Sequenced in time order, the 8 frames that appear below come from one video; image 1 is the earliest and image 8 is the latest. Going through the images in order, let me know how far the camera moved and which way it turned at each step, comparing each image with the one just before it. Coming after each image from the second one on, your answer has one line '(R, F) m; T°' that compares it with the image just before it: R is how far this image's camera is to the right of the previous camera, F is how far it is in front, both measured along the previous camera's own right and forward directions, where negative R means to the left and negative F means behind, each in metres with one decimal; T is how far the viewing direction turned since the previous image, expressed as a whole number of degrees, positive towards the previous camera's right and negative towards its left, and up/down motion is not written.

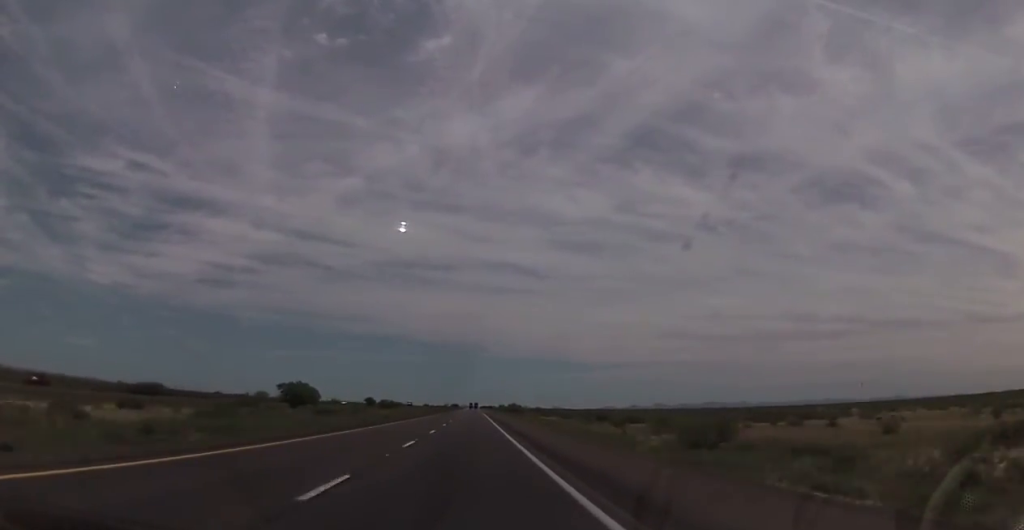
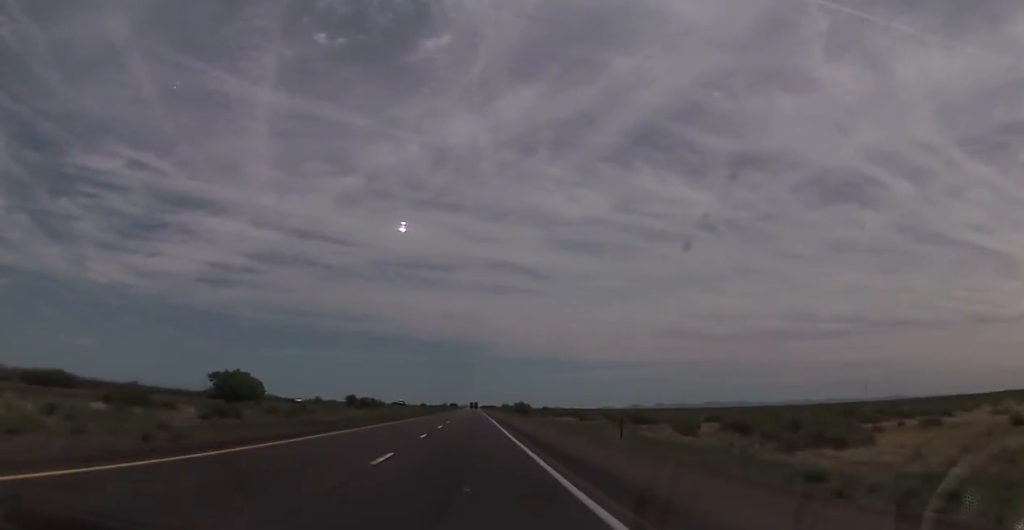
(+0.4, +27.8) m; 0°
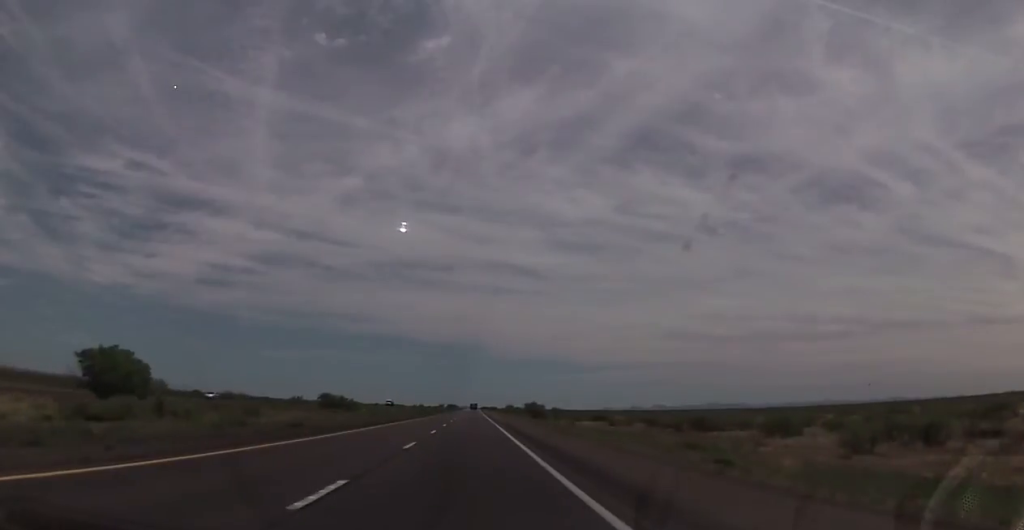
(-0.4, +26.8) m; -1°
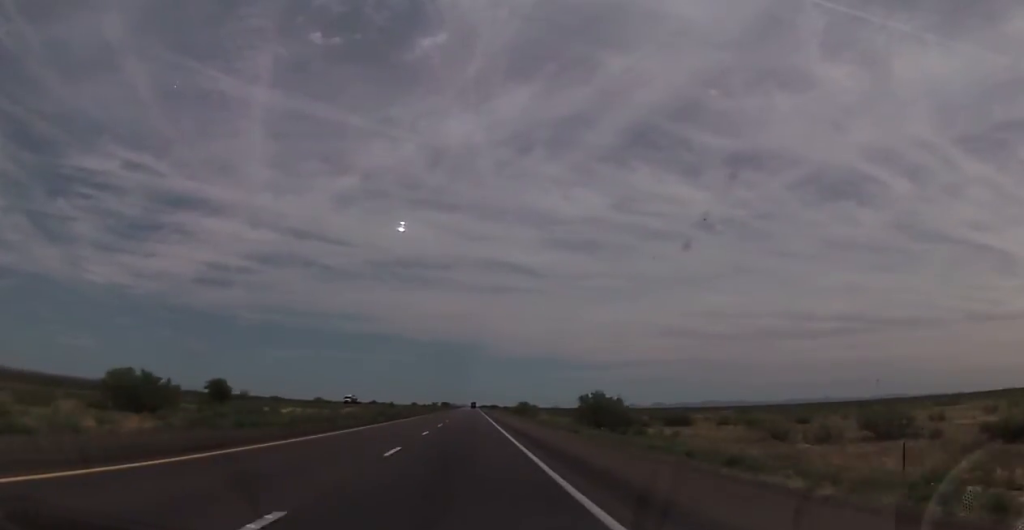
(+0.6, +60.5) m; +1°
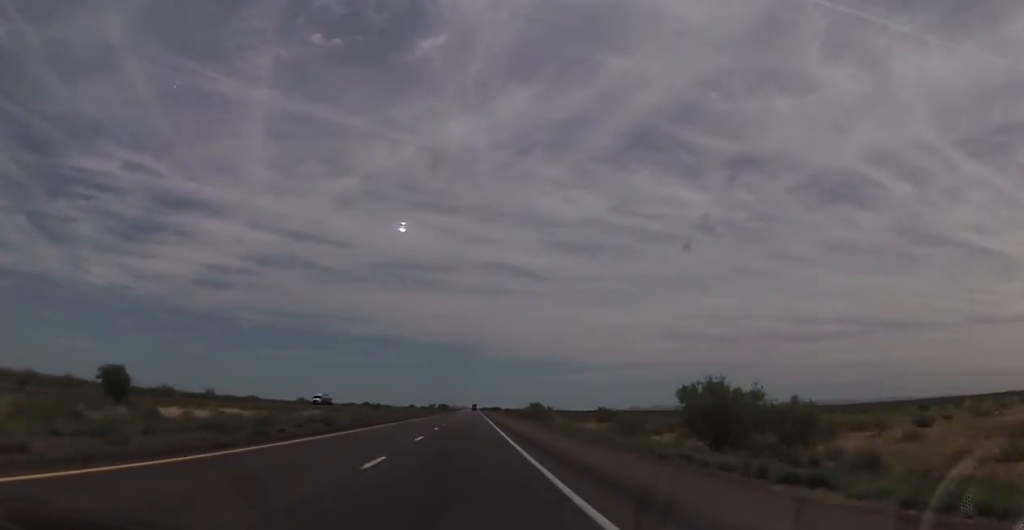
(0.0, +31.1) m; 0°
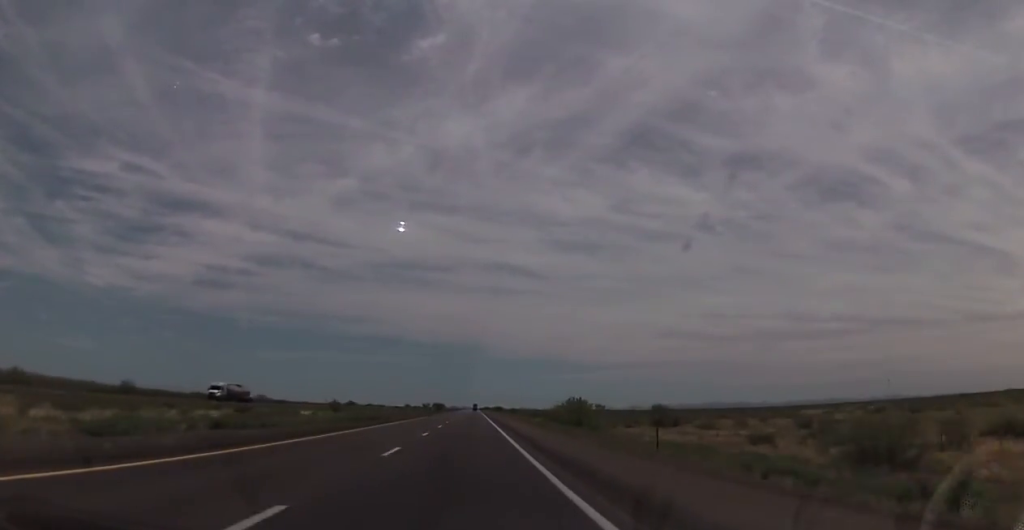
(-0.1, +49.6) m; 0°
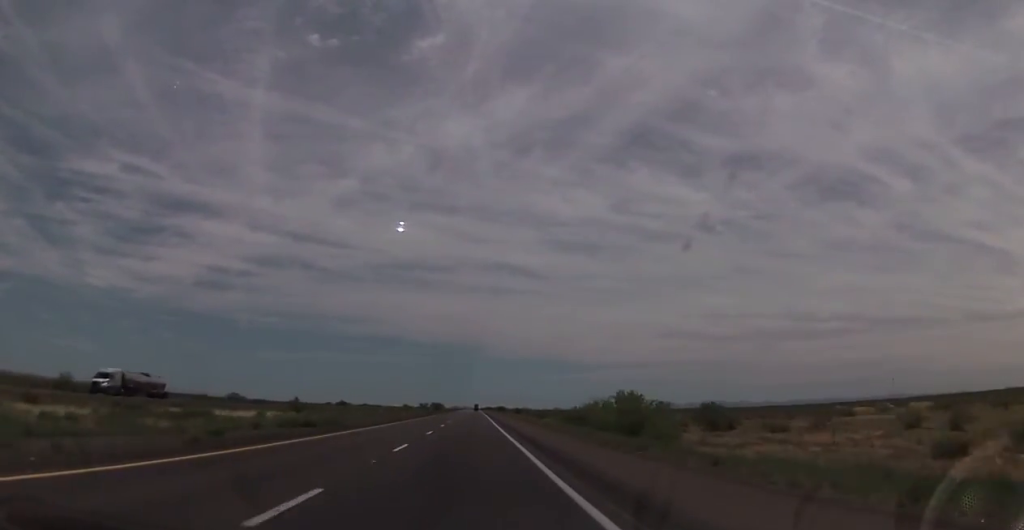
(0.0, +24.4) m; 0°
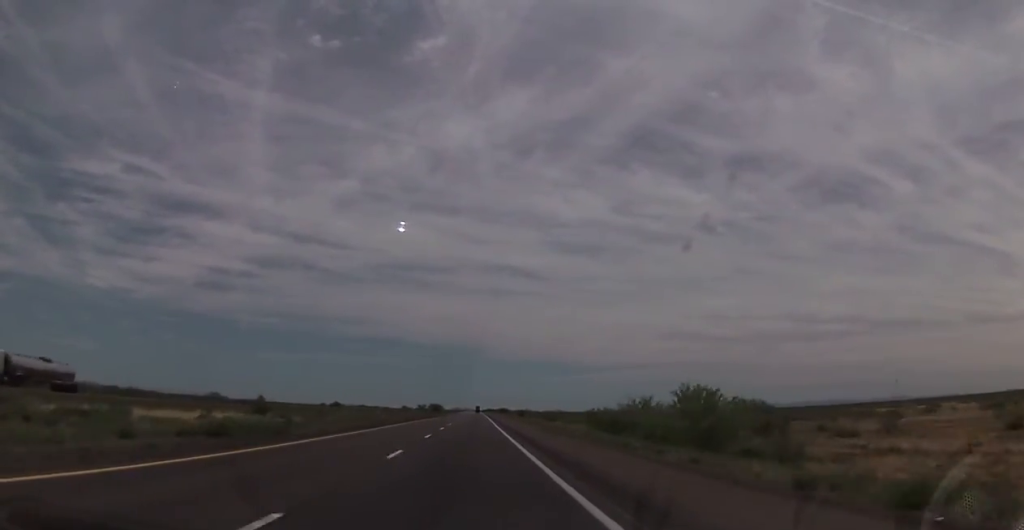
(+0.1, +15.4) m; 0°
